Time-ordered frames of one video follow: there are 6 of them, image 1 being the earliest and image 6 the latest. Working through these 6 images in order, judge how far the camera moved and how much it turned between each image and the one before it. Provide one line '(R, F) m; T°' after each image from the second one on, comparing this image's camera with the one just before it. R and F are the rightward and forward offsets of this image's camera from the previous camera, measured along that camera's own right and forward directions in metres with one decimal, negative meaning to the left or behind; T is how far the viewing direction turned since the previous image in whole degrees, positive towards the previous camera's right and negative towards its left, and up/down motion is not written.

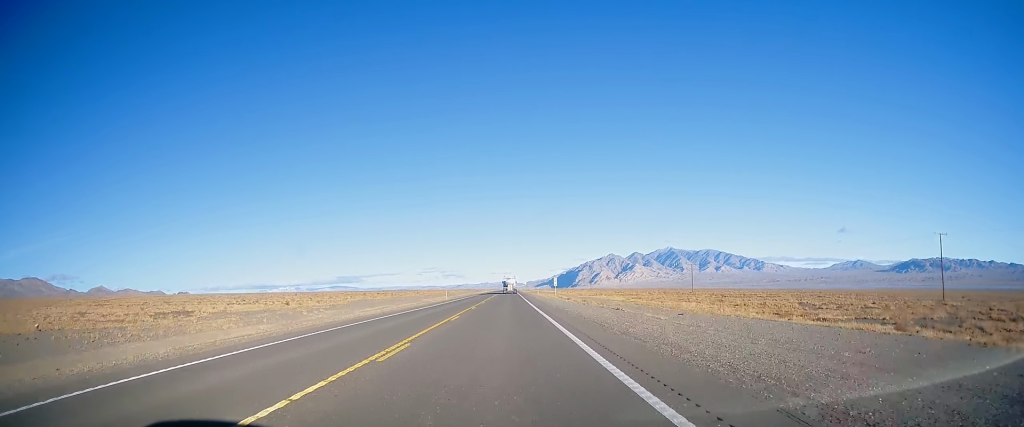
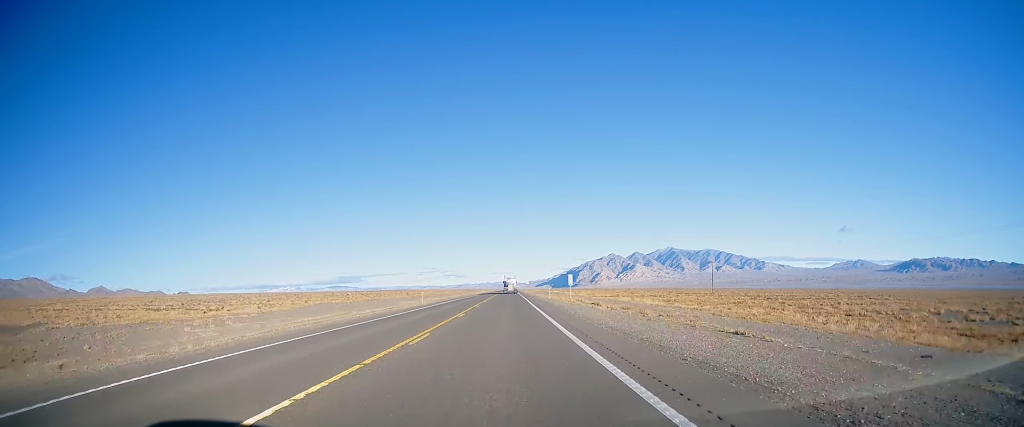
(-0.1, +21.4) m; 0°
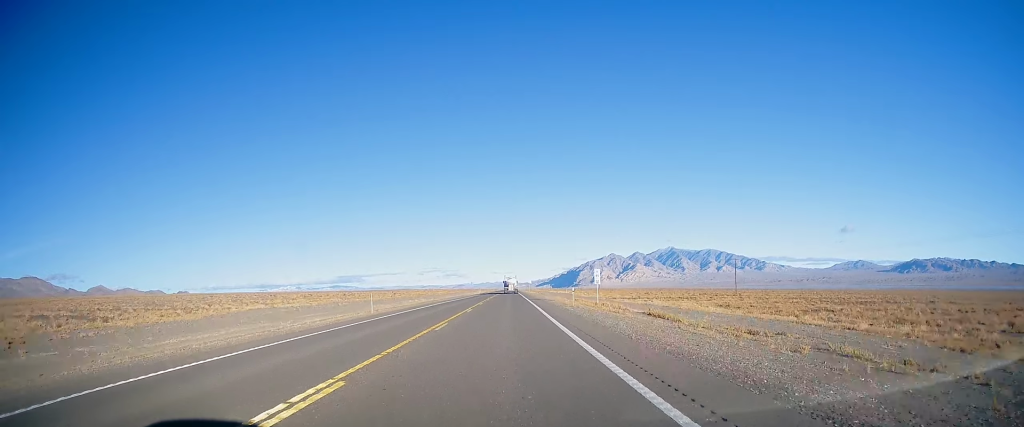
(+0.2, +20.3) m; 0°
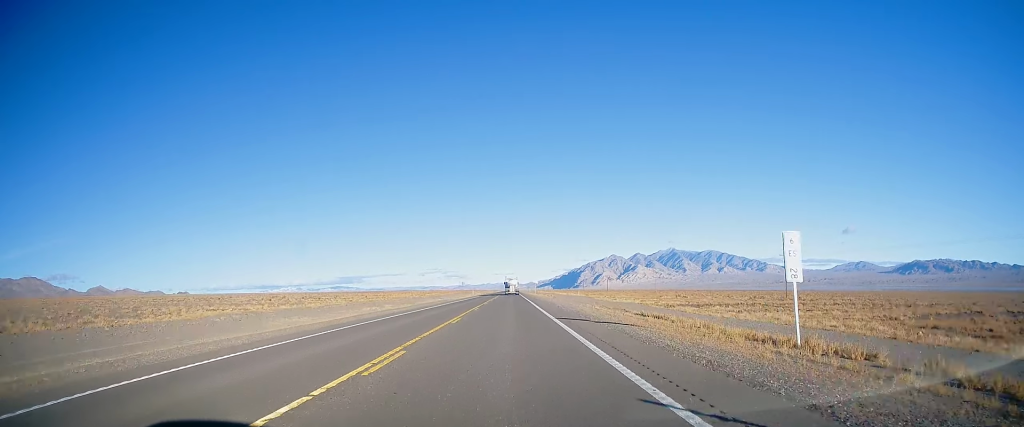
(0.0, +32.5) m; -1°
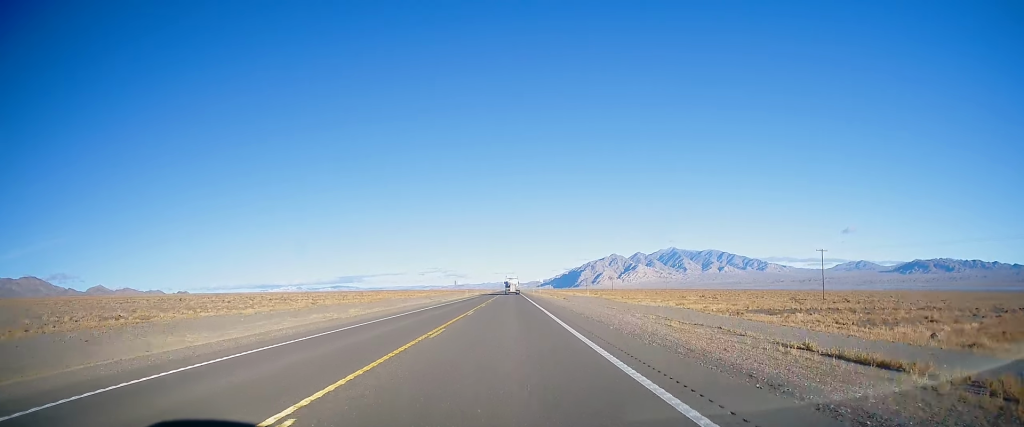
(-0.1, +18.0) m; 0°
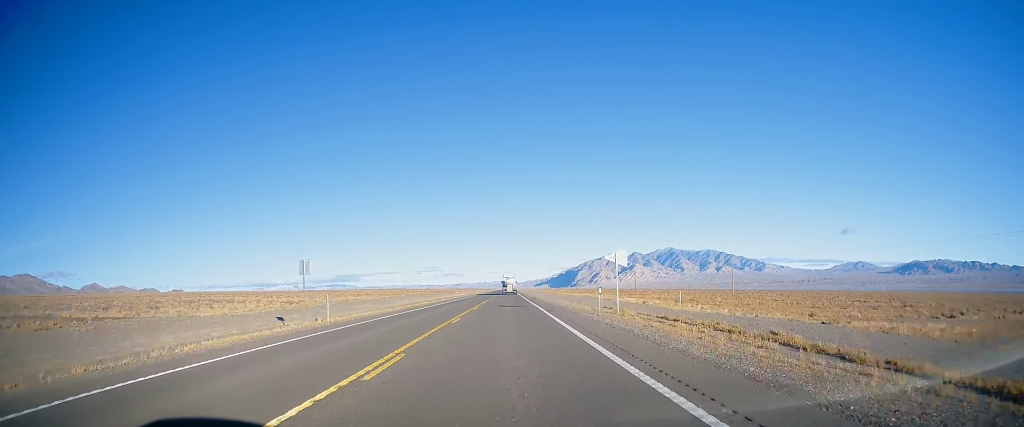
(+0.4, +78.9) m; +1°
